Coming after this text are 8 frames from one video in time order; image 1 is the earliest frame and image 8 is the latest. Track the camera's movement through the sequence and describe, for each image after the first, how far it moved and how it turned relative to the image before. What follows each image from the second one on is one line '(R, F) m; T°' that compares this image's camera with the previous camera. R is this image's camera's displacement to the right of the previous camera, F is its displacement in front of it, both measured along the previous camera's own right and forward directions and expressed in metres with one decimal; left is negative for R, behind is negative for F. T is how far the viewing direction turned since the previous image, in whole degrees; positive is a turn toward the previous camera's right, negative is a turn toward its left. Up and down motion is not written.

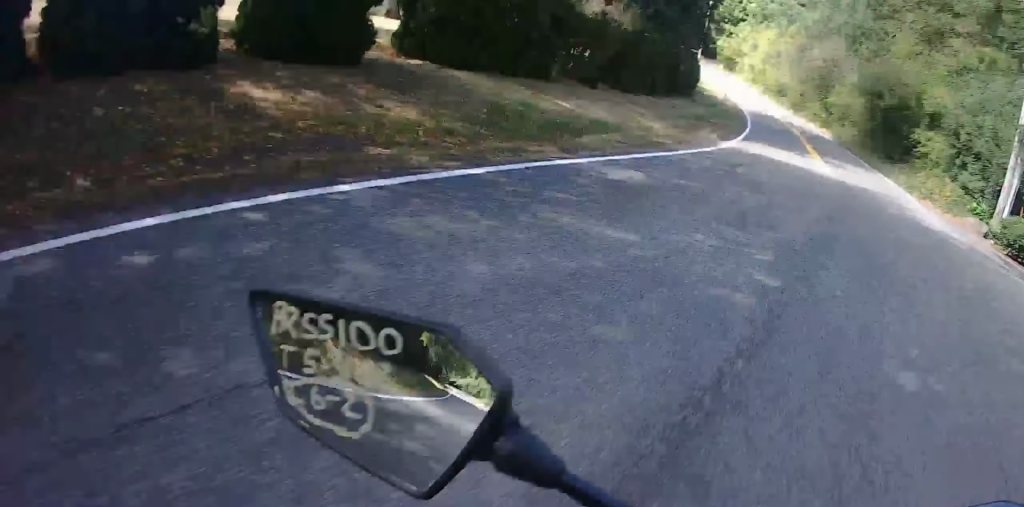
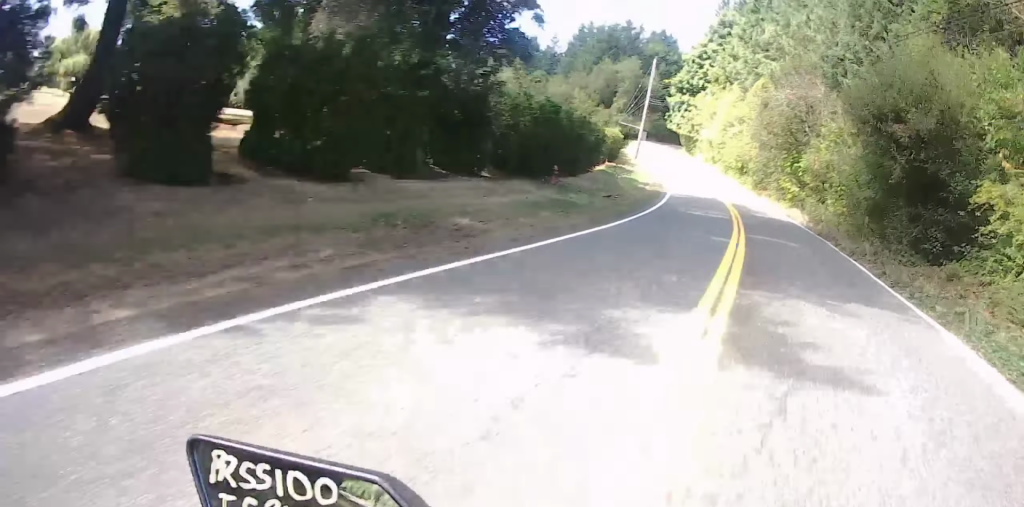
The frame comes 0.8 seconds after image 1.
(-0.3, +18.9) m; -1°
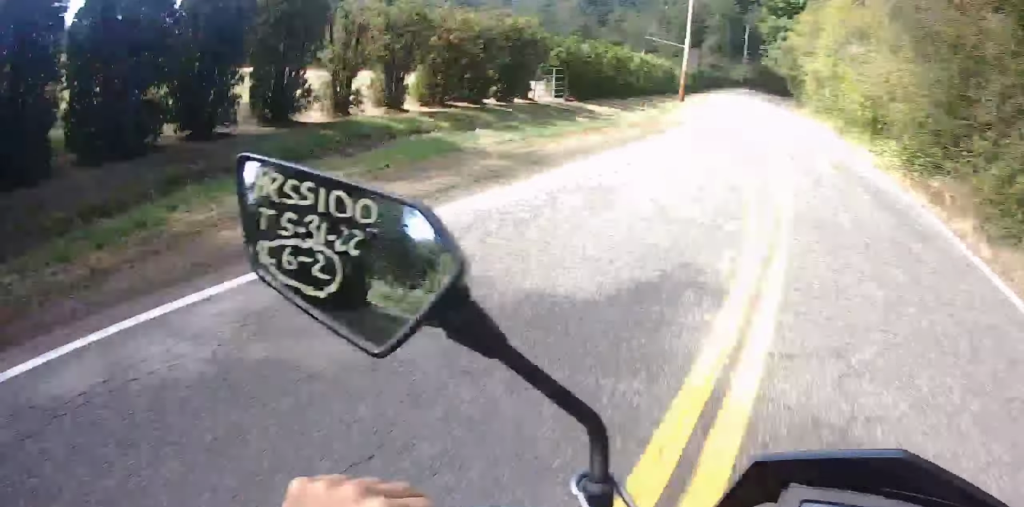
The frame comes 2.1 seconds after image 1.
(-0.1, +31.4) m; -8°
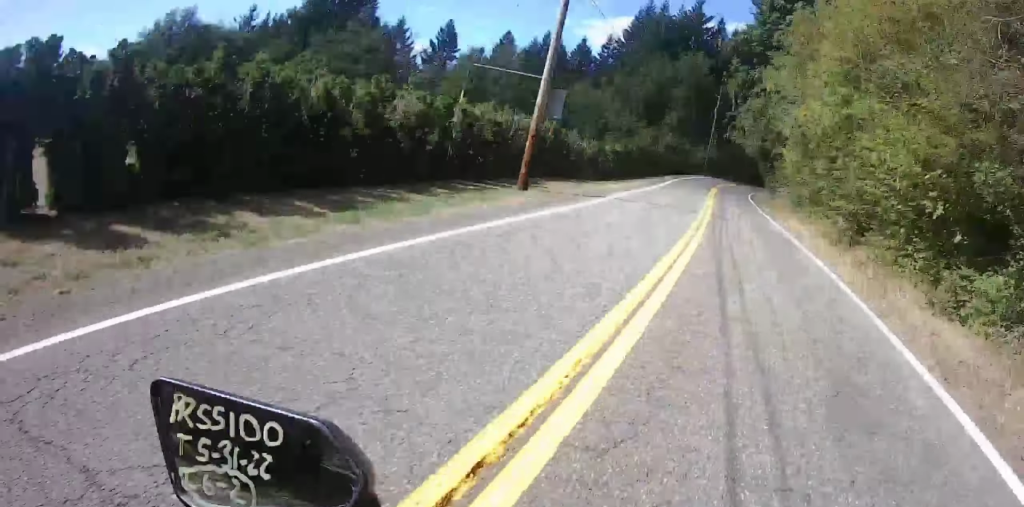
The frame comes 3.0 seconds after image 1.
(-2.7, +20.2) m; -7°
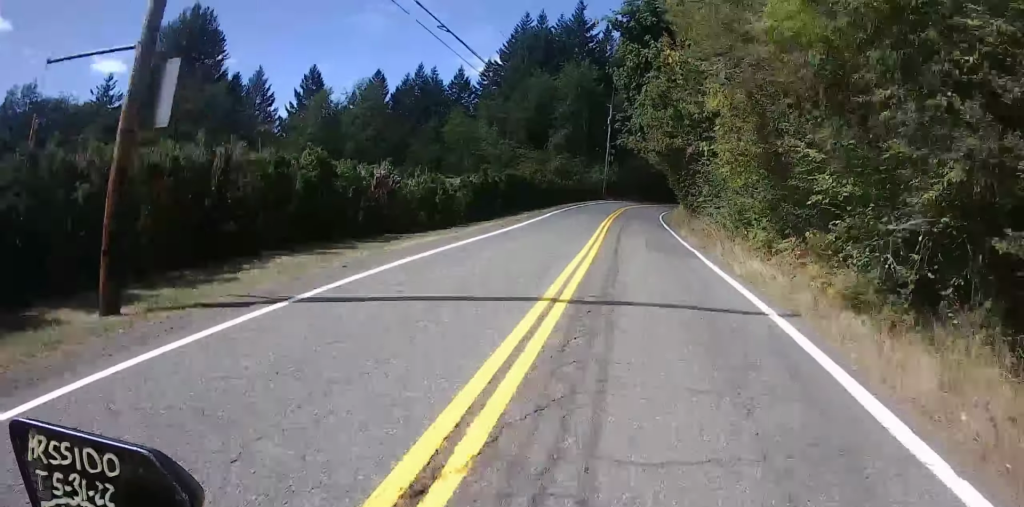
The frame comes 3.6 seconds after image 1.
(-0.3, +13.3) m; -4°
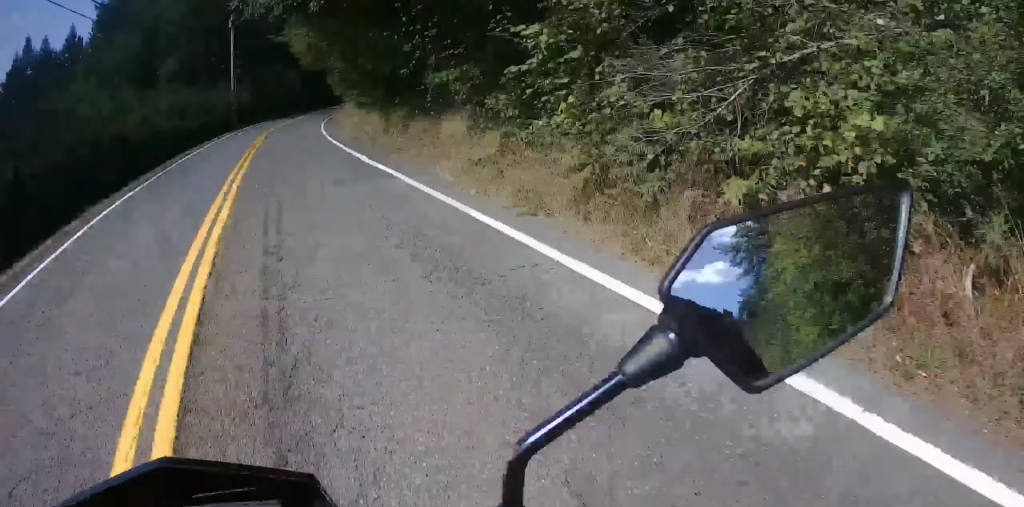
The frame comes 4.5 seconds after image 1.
(-0.7, +21.6) m; -7°
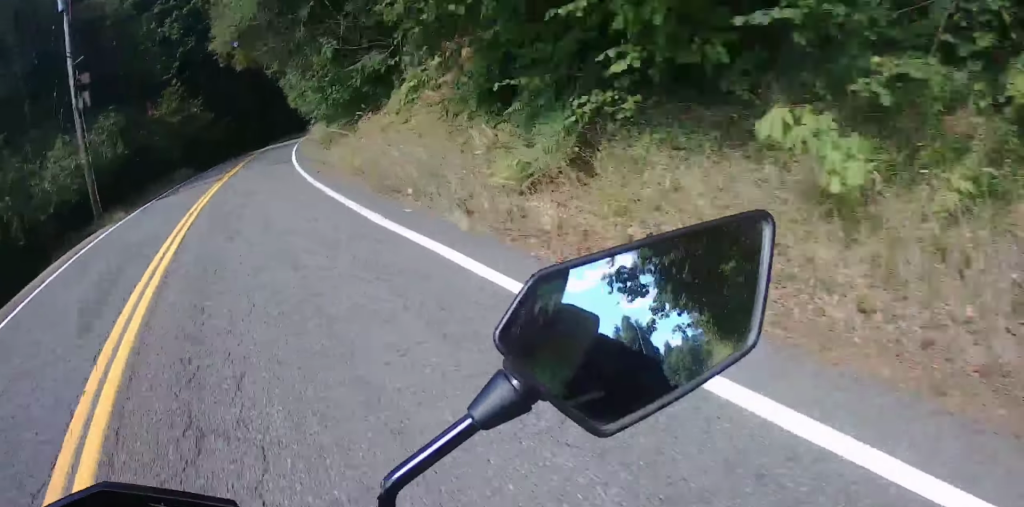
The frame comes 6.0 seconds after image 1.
(-3.3, +32.9) m; -7°
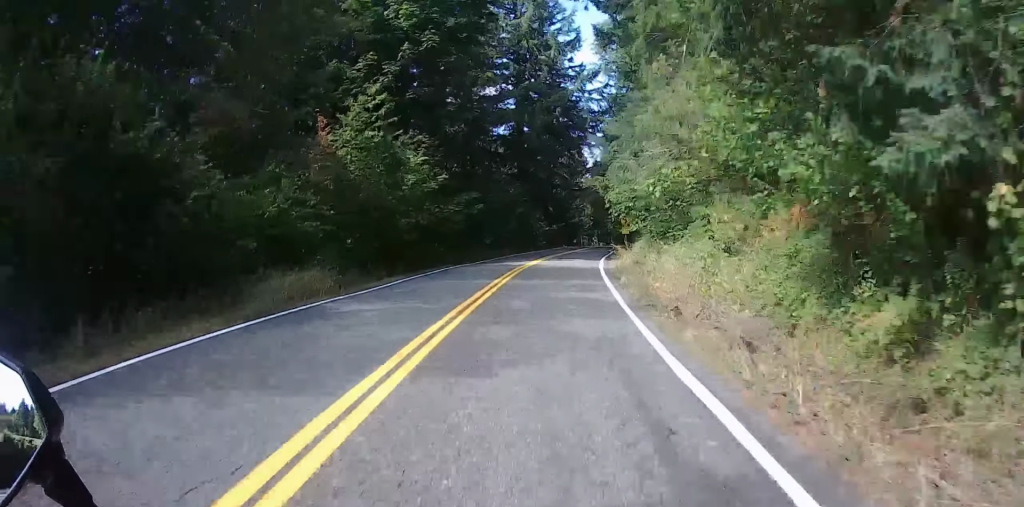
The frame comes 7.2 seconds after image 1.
(-0.2, +26.1) m; 0°
